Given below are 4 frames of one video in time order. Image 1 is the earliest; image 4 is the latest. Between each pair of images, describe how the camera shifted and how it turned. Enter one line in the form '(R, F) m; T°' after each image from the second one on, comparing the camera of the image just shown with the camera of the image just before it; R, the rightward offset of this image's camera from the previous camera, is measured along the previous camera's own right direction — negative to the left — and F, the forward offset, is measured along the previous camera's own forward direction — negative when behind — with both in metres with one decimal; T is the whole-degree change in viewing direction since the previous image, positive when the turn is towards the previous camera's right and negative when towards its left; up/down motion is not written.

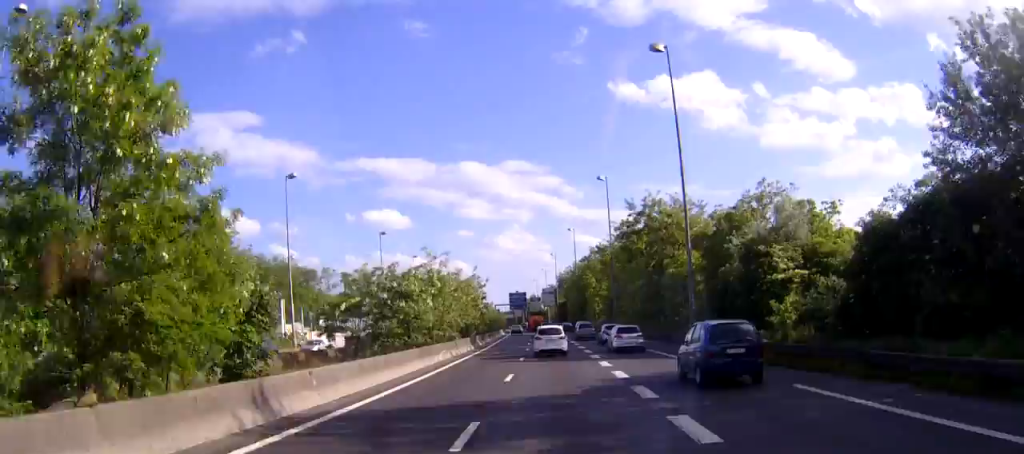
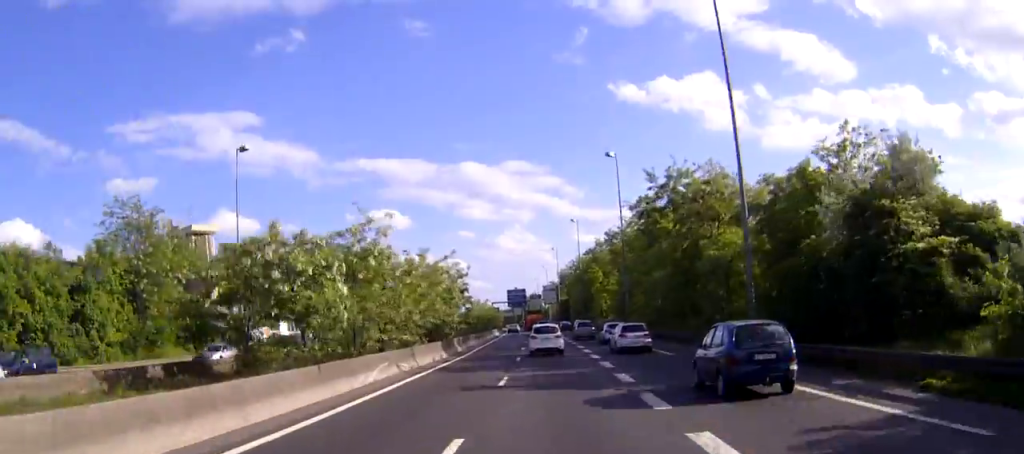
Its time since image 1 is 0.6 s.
(0.0, +14.6) m; 0°
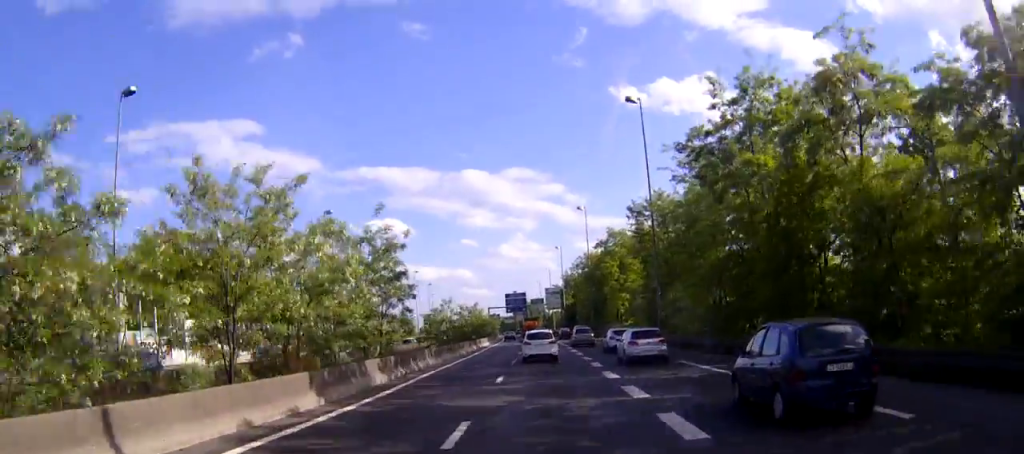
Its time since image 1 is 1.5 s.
(+0.1, +22.8) m; -1°
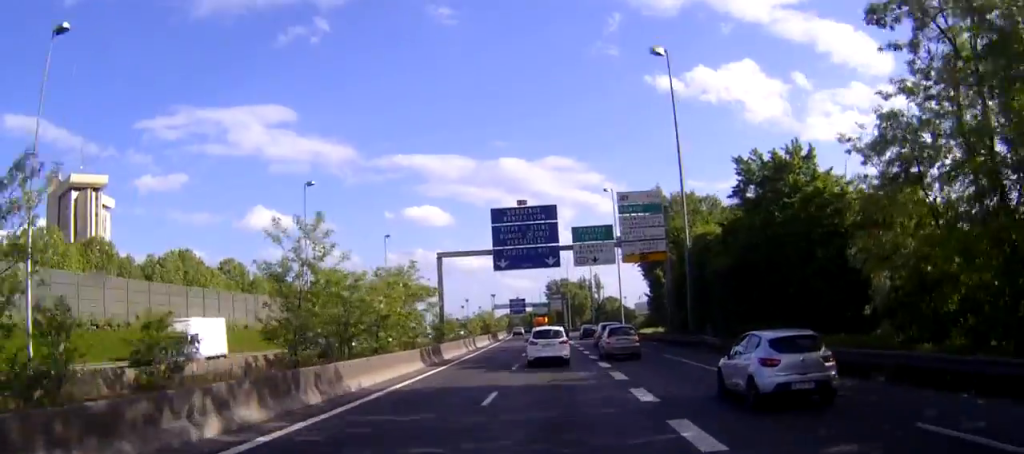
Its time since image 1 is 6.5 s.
(-4.1, +118.3) m; -3°
